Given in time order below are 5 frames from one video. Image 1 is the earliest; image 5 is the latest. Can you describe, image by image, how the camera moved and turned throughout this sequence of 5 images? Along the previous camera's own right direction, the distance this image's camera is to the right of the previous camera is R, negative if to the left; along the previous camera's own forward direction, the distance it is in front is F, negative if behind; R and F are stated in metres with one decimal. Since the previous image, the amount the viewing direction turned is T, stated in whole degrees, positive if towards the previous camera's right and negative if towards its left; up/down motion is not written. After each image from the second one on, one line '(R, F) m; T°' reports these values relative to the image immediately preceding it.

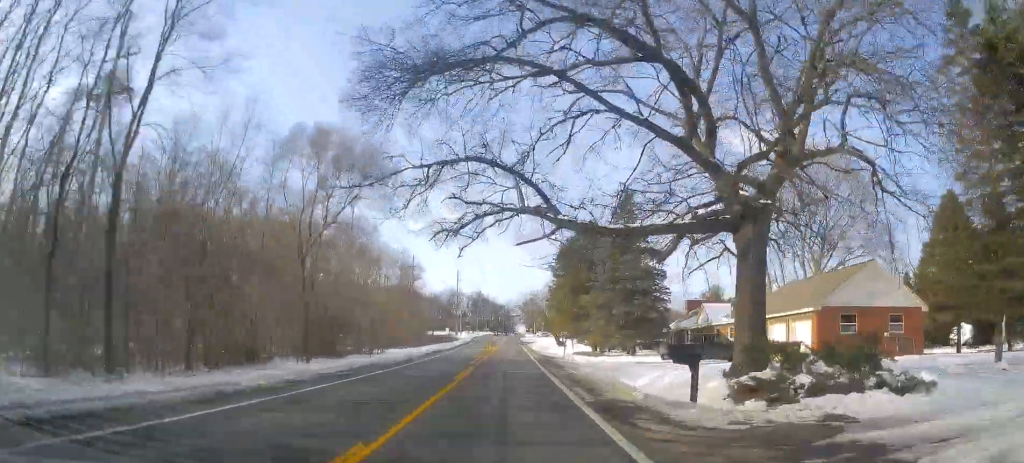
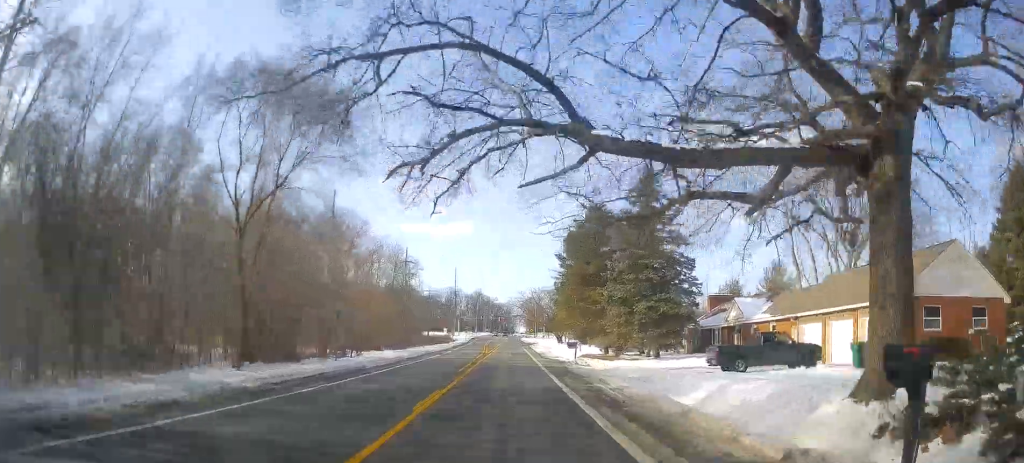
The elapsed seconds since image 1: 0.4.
(-0.1, +7.7) m; 0°
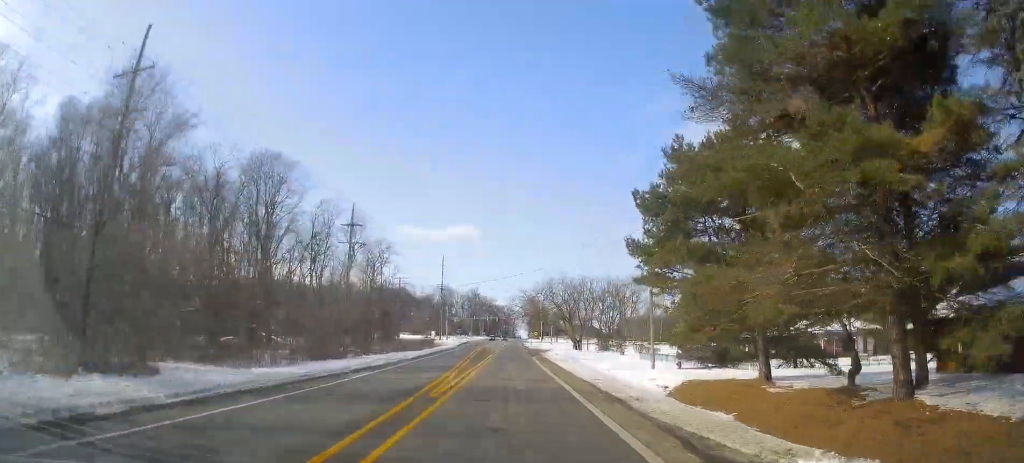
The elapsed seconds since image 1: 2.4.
(+1.0, +37.1) m; +2°
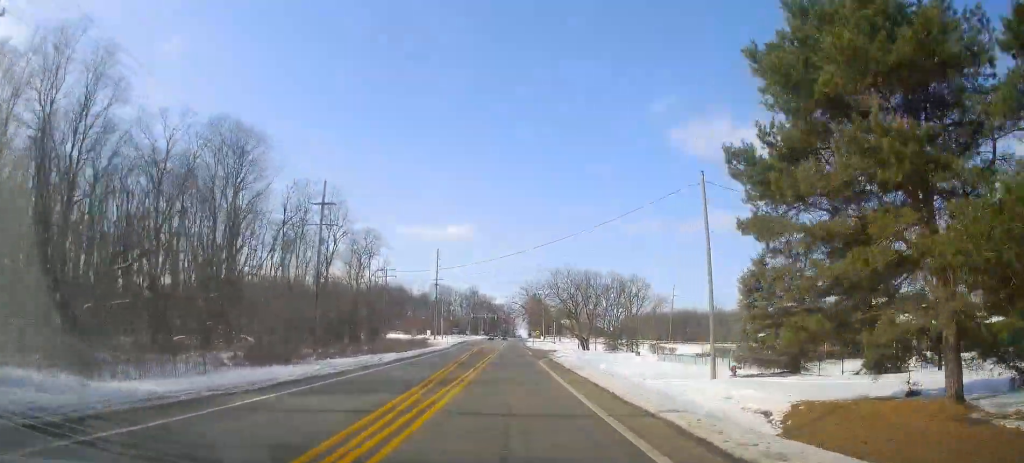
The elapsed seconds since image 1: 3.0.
(-0.3, +11.1) m; -1°
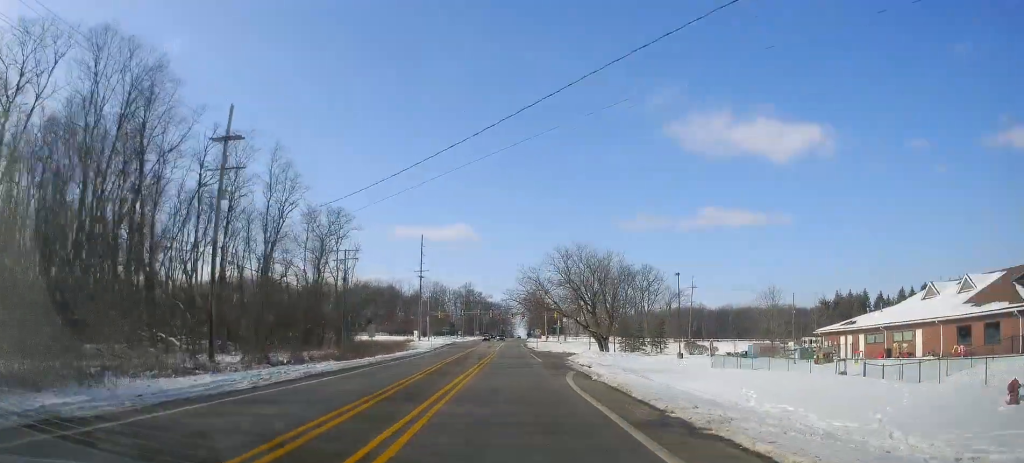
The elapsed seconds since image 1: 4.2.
(-0.1, +21.2) m; 0°
